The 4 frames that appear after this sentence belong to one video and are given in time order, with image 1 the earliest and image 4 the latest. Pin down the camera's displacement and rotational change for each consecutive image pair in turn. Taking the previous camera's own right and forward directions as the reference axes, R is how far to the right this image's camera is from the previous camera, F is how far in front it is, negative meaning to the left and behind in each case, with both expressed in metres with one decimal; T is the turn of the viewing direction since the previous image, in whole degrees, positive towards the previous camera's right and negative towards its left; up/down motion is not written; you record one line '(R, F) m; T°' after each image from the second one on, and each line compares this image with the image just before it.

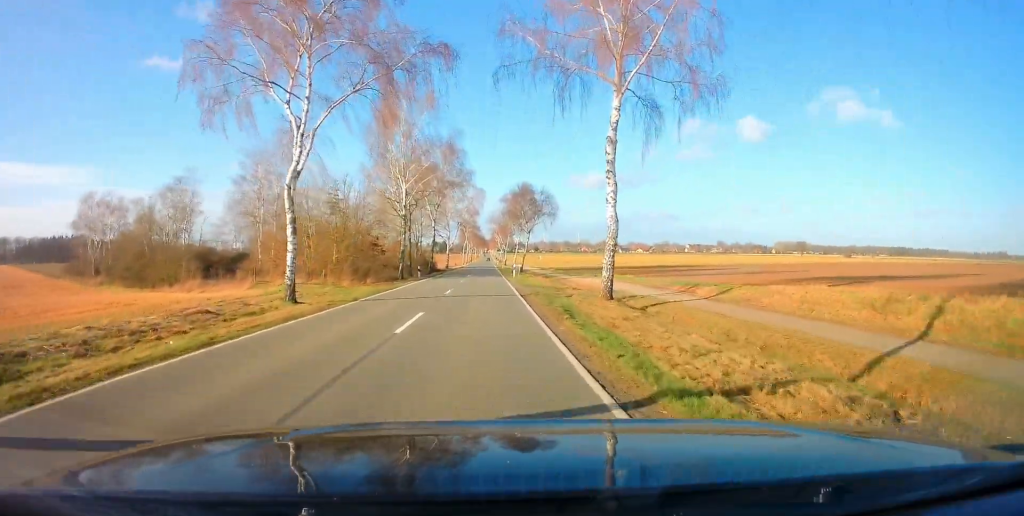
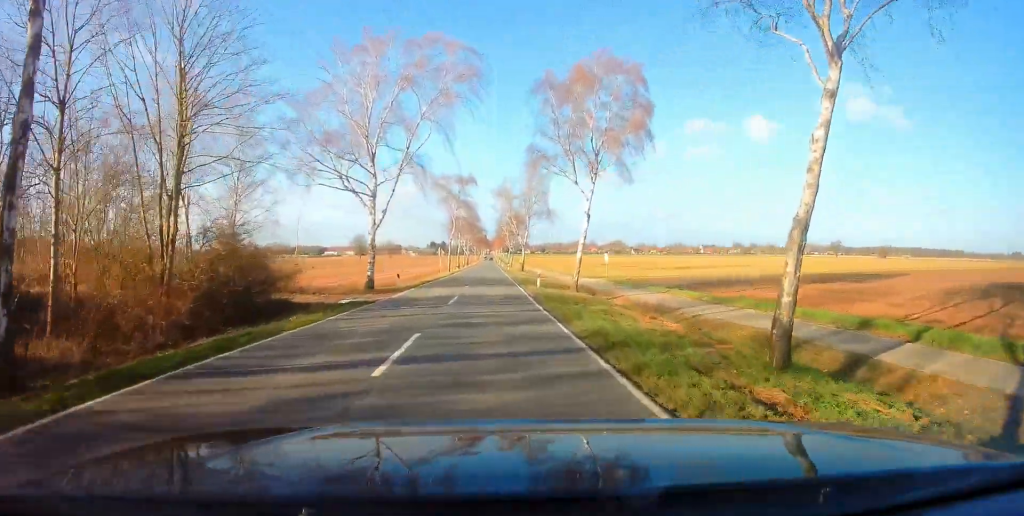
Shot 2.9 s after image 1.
(-0.5, +62.5) m; -1°
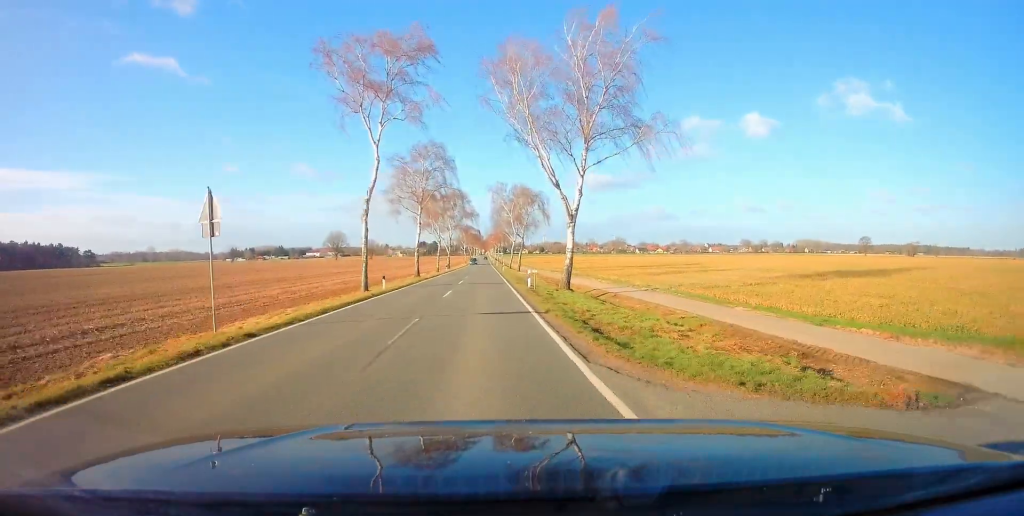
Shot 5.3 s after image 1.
(+1.0, +54.1) m; +1°
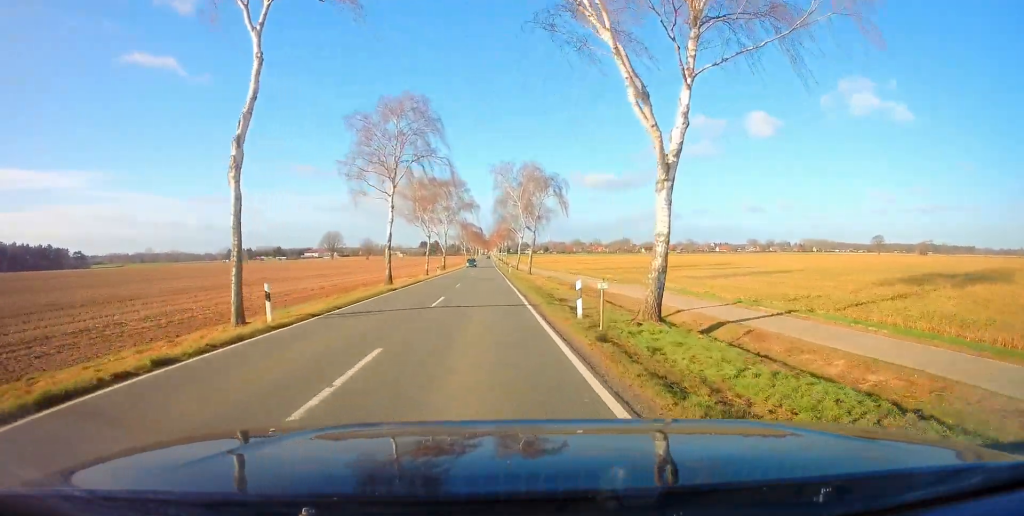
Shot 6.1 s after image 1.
(0.0, +16.2) m; 0°
